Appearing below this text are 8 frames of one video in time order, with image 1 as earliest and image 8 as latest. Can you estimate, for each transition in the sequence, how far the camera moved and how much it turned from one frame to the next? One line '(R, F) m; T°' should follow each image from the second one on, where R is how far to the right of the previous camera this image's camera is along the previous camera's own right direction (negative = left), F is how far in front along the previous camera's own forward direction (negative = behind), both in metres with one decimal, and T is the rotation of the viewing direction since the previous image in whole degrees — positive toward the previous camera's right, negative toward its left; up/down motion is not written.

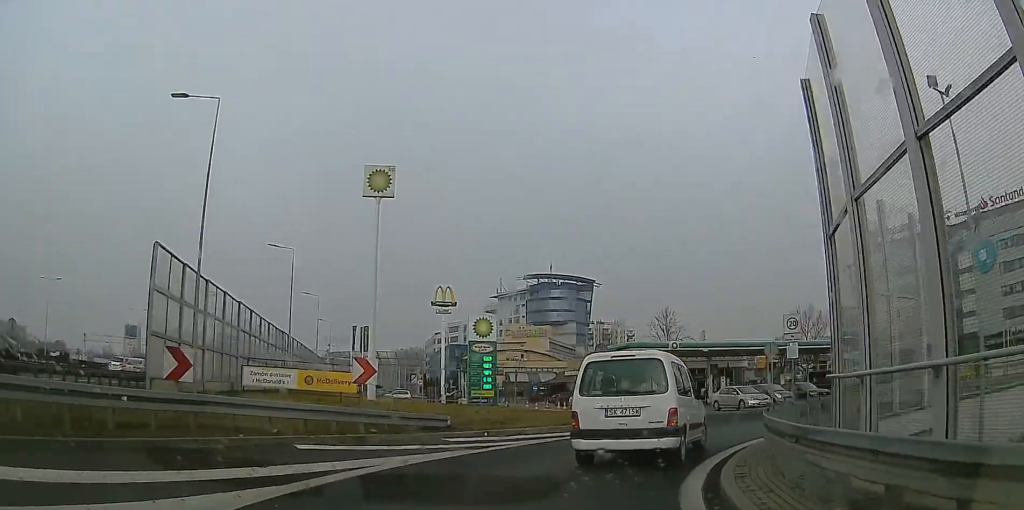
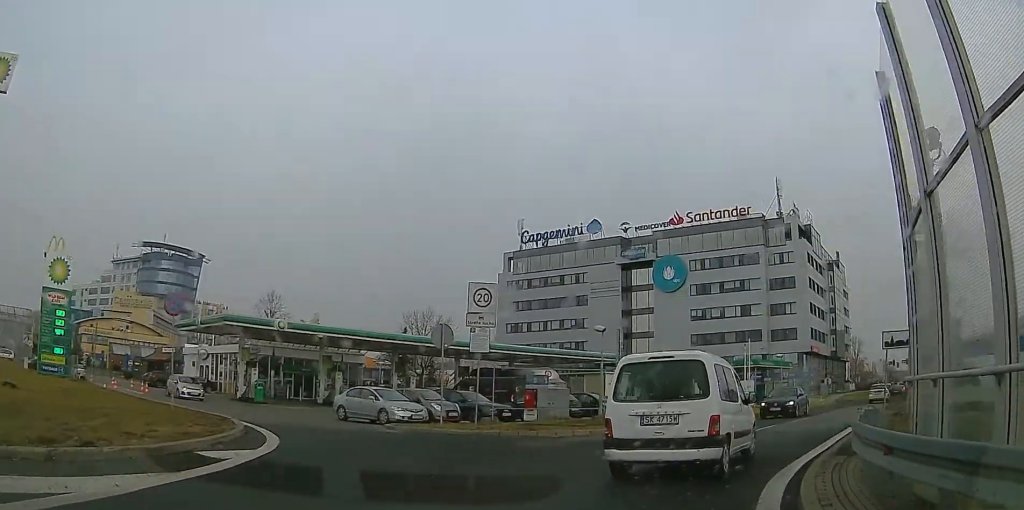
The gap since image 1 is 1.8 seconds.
(+3.6, +13.2) m; +26°
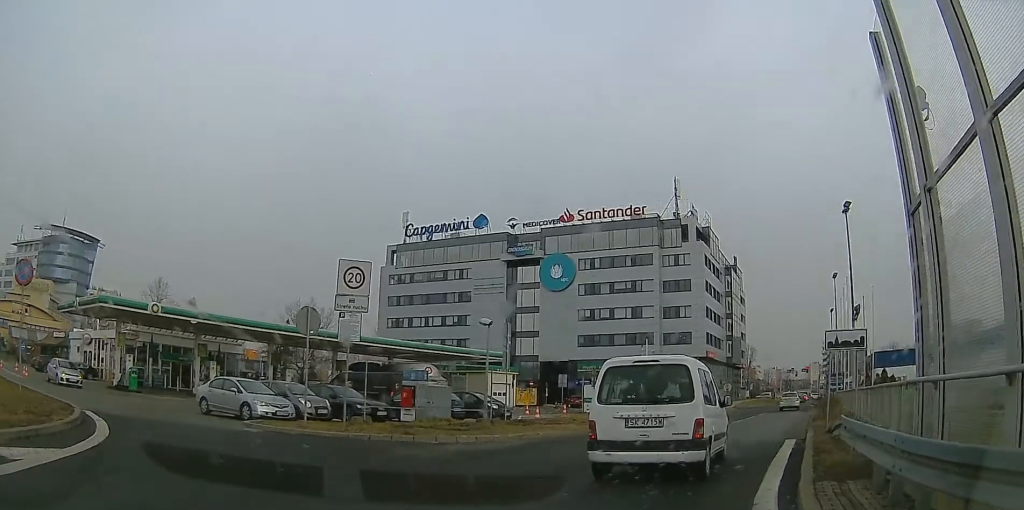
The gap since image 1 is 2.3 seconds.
(0.0, +2.7) m; 0°
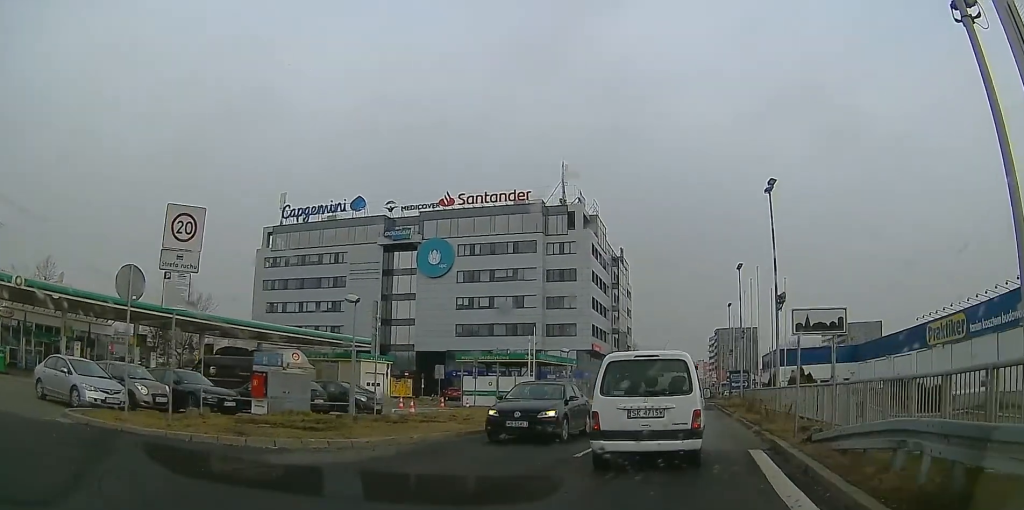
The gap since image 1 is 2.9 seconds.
(0.0, +3.5) m; +5°
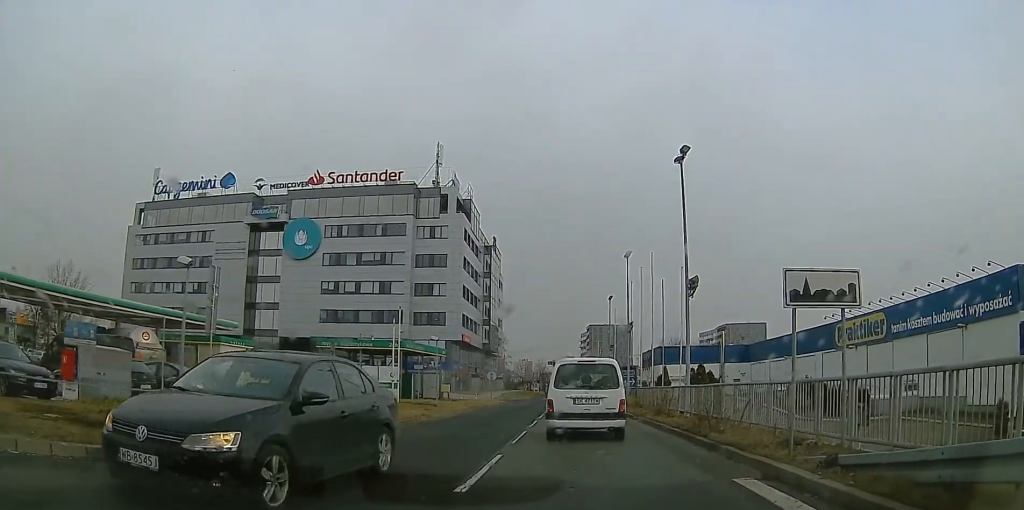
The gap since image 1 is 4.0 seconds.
(+0.5, +4.5) m; +18°
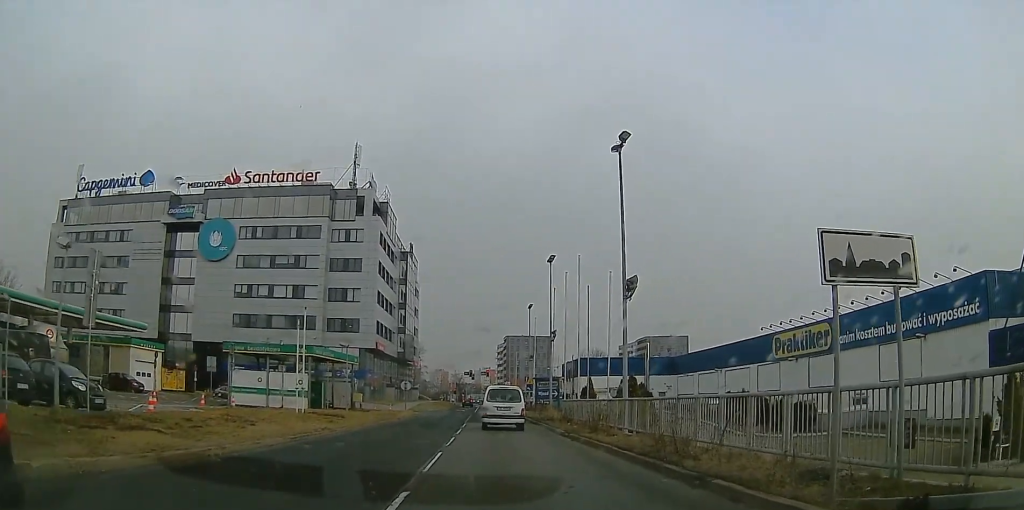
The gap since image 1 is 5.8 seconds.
(+1.1, +5.1) m; +17°
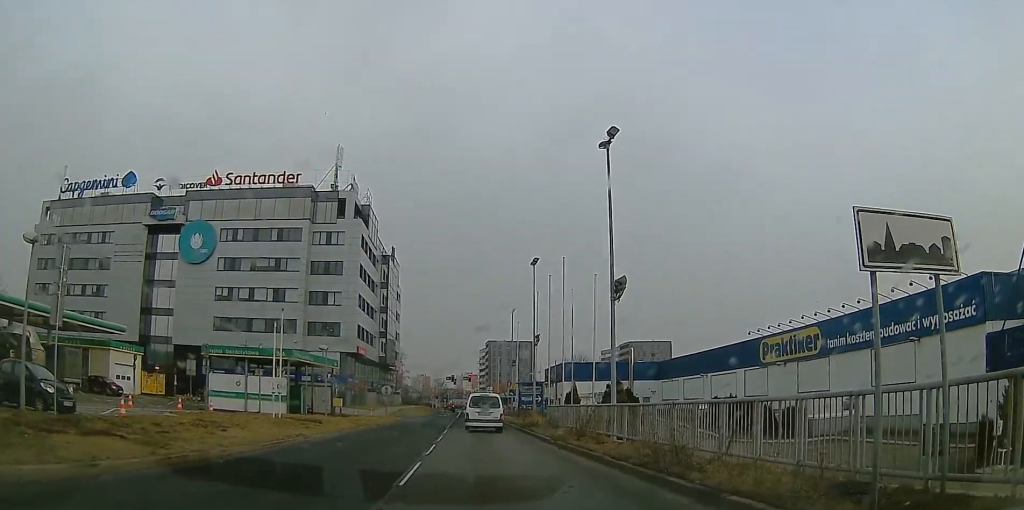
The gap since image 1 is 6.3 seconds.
(0.0, +1.2) m; +3°
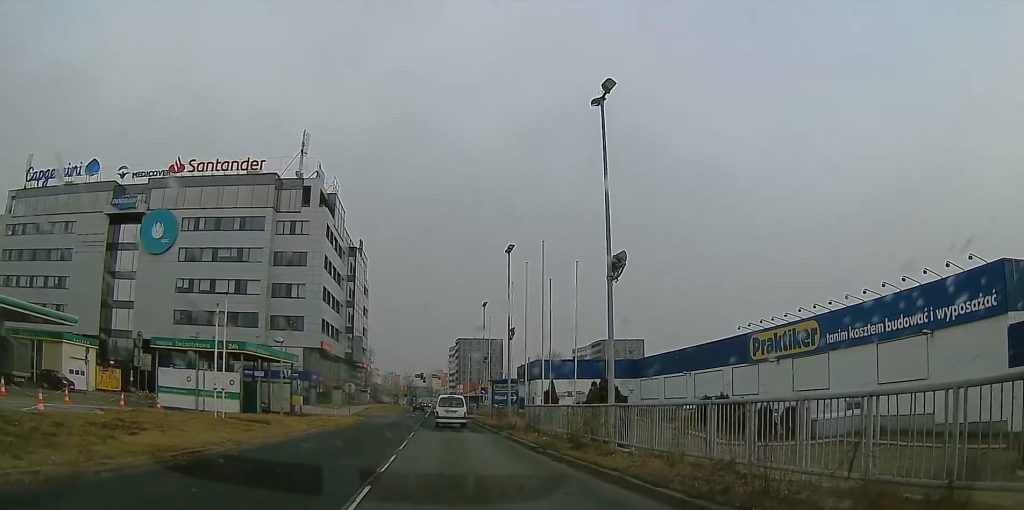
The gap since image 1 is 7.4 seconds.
(+0.3, +3.4) m; +10°
